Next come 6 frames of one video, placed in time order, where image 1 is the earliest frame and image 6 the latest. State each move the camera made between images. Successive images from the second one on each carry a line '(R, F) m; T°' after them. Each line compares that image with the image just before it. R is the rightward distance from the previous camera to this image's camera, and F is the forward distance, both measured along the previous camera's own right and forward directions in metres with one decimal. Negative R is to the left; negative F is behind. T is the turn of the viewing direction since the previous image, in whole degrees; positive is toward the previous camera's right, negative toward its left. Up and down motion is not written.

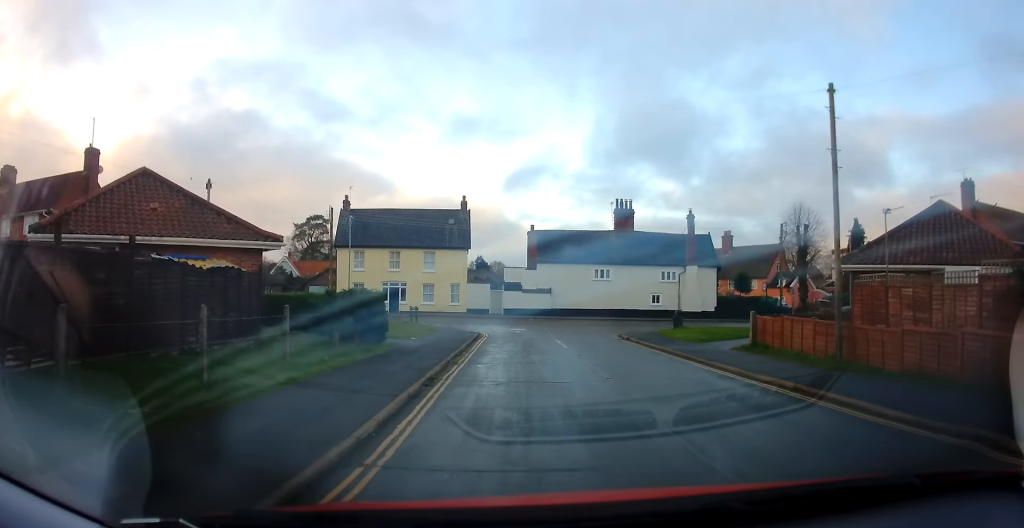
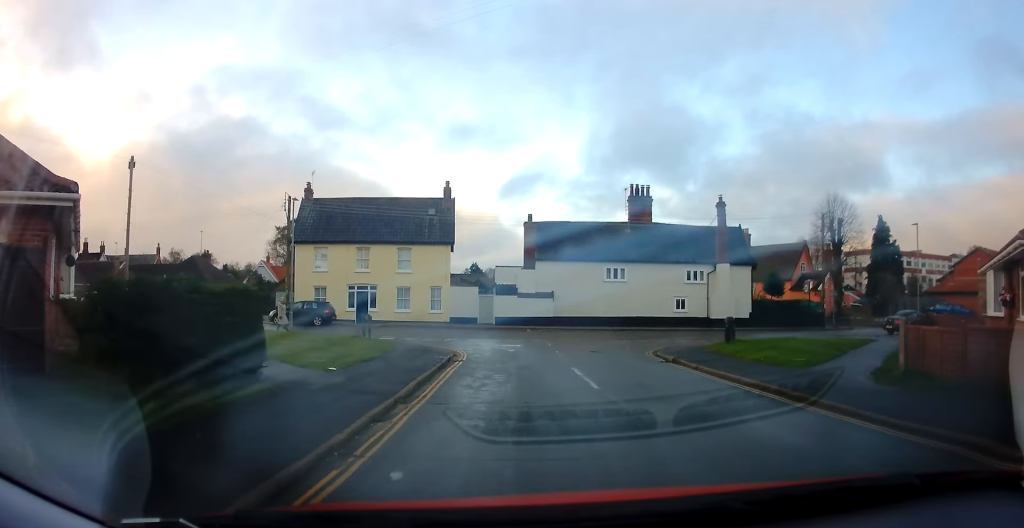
(0.0, +8.0) m; 0°
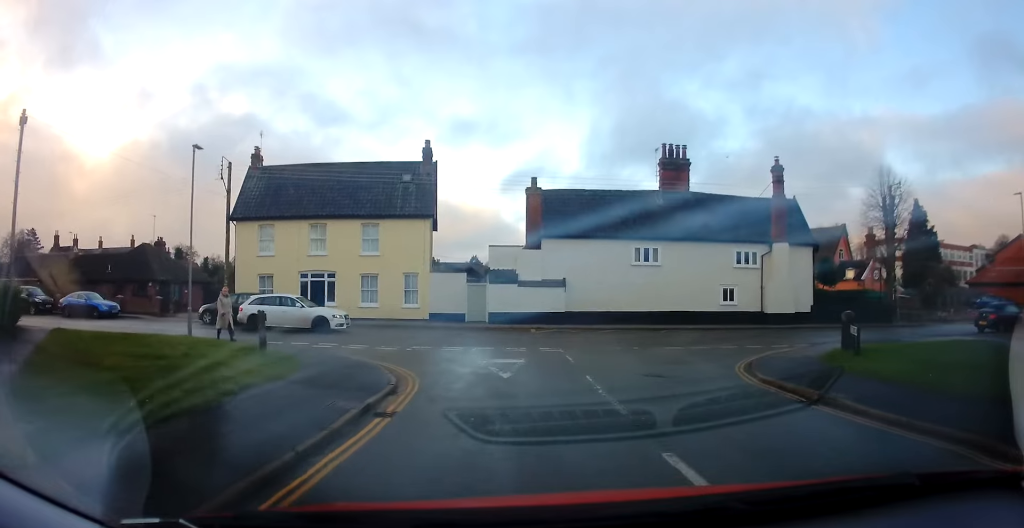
(-0.1, +8.3) m; -3°
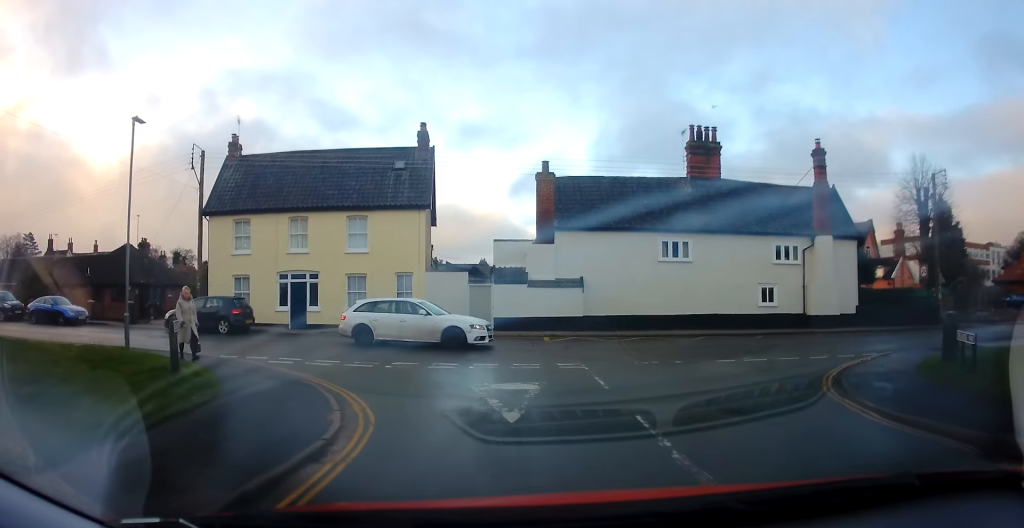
(-0.1, +4.1) m; 0°
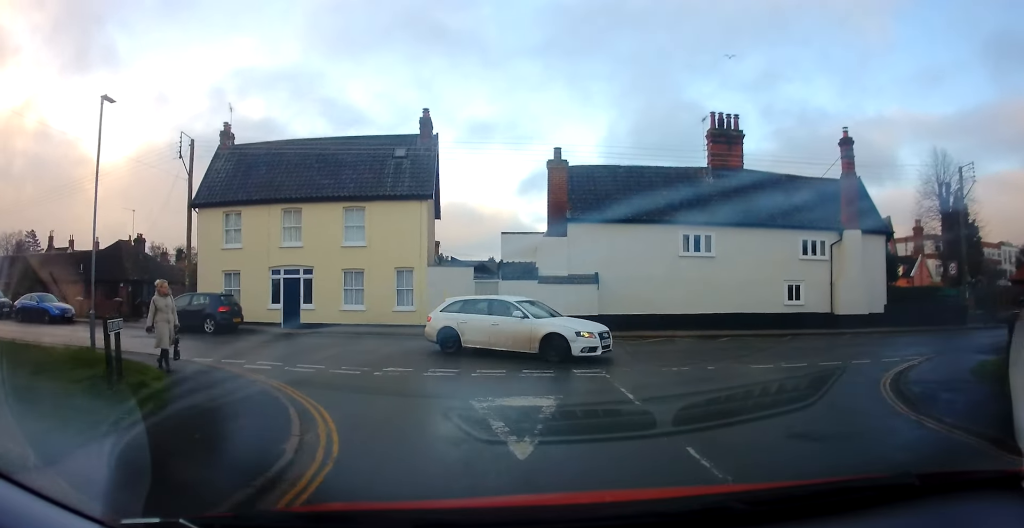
(0.0, +2.2) m; +2°
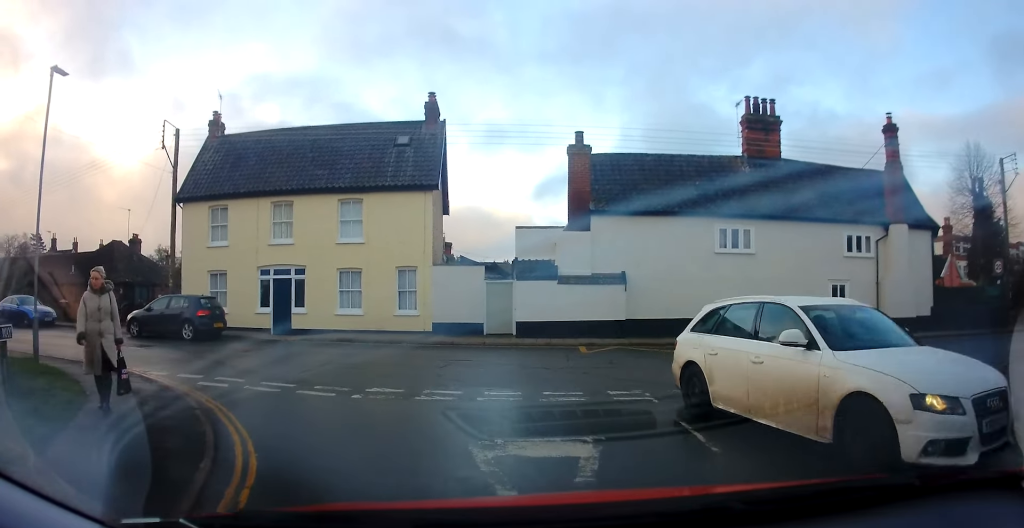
(0.0, +2.8) m; -6°
